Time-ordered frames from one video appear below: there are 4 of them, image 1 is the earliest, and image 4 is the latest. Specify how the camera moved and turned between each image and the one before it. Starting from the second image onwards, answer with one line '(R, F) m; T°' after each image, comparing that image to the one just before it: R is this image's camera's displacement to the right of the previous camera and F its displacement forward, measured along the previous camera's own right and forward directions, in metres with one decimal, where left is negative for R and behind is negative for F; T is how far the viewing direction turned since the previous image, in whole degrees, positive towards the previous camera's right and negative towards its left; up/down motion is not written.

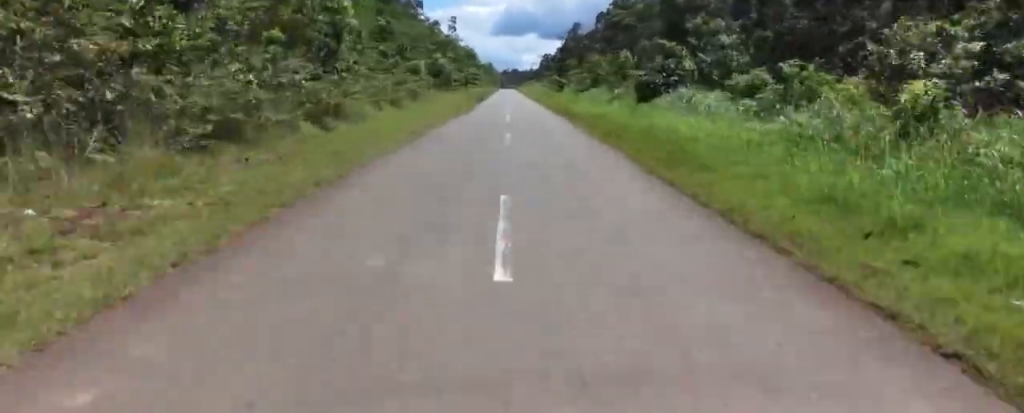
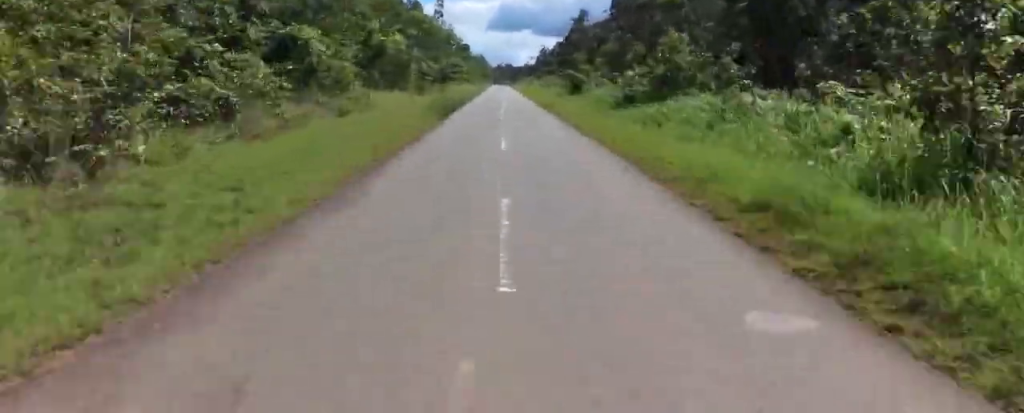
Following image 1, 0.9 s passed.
(-0.6, +24.4) m; 0°
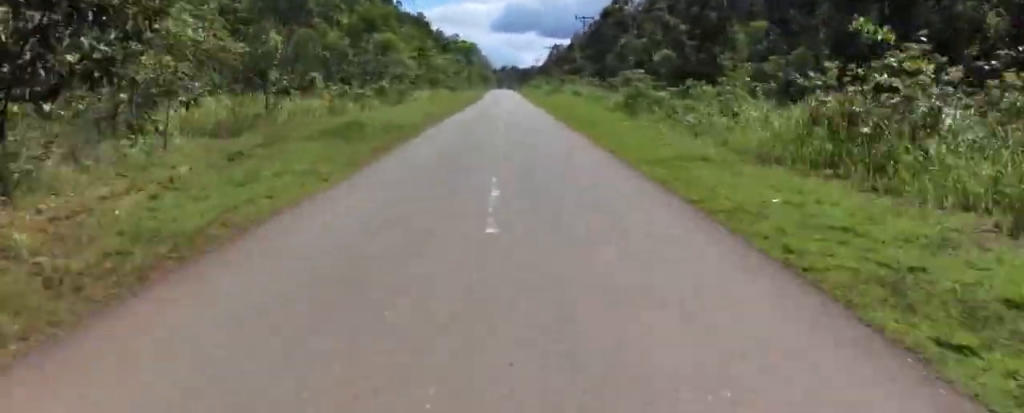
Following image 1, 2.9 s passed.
(+0.5, +55.1) m; -1°
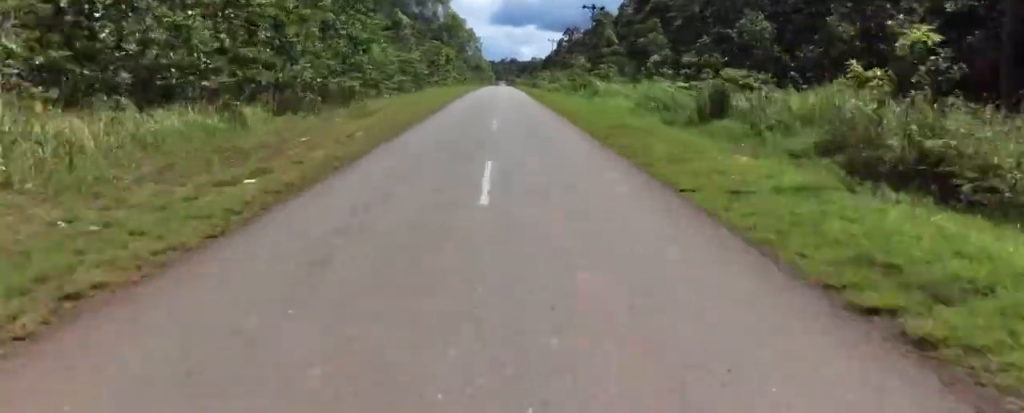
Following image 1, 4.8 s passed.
(+0.6, +55.7) m; +1°
